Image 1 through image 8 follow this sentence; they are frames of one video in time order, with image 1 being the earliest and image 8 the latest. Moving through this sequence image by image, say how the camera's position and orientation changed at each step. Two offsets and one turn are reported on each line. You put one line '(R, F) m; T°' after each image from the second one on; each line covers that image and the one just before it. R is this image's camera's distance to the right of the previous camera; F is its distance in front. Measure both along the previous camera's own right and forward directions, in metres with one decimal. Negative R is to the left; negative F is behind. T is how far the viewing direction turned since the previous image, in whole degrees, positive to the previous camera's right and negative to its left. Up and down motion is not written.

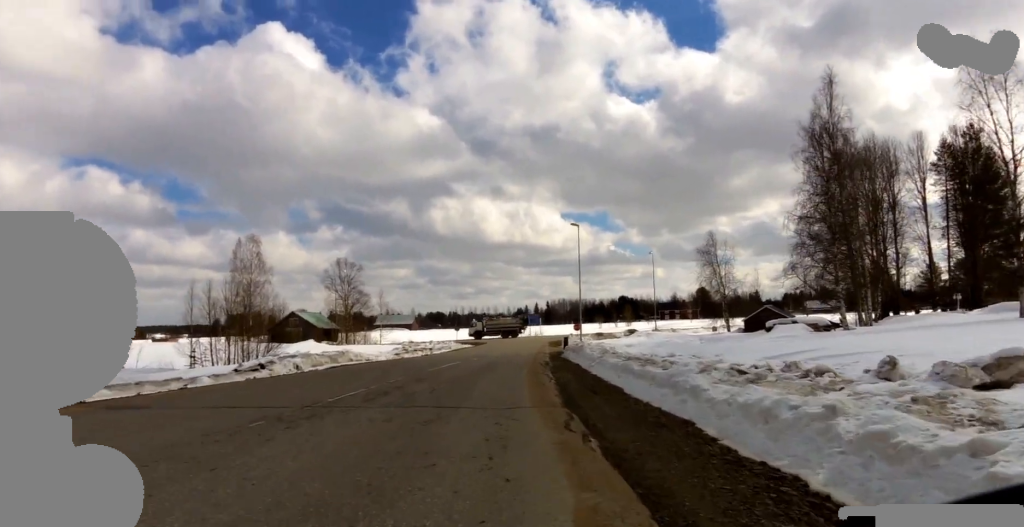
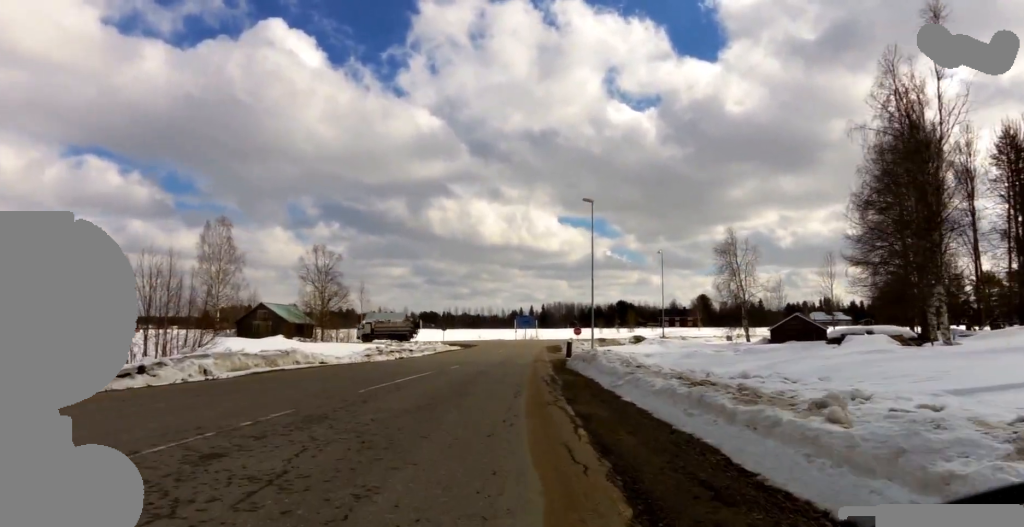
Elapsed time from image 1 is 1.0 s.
(-0.2, +7.4) m; -2°
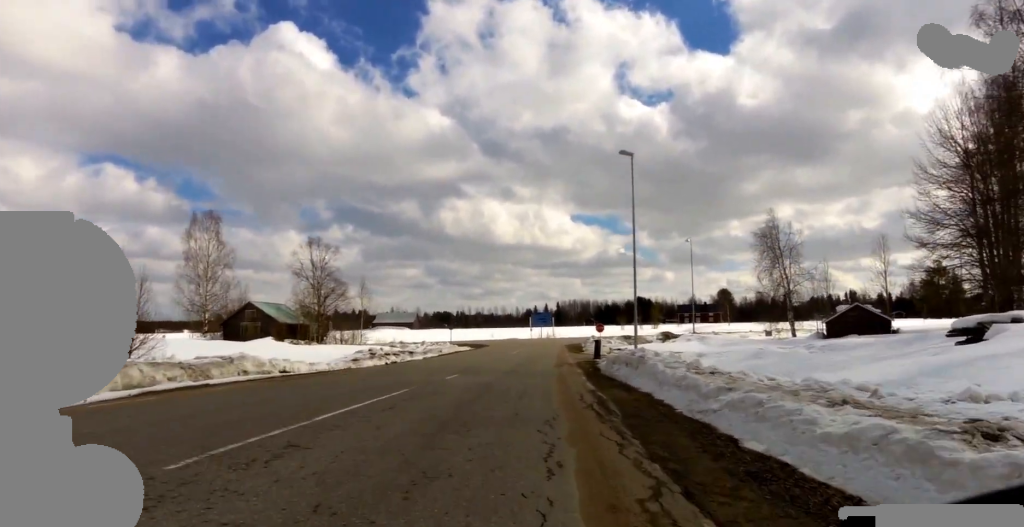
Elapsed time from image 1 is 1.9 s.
(0.0, +6.8) m; 0°
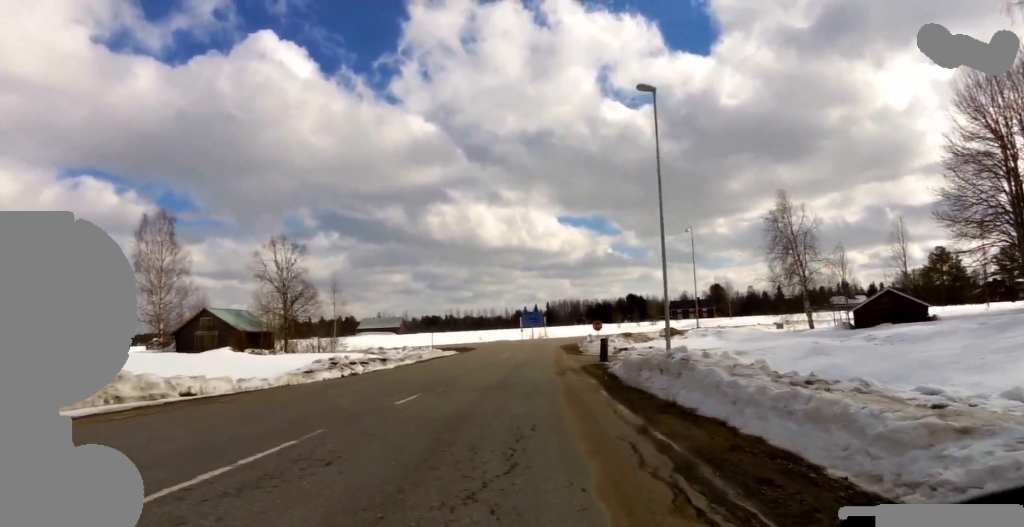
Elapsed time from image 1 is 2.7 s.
(0.0, +5.9) m; +1°
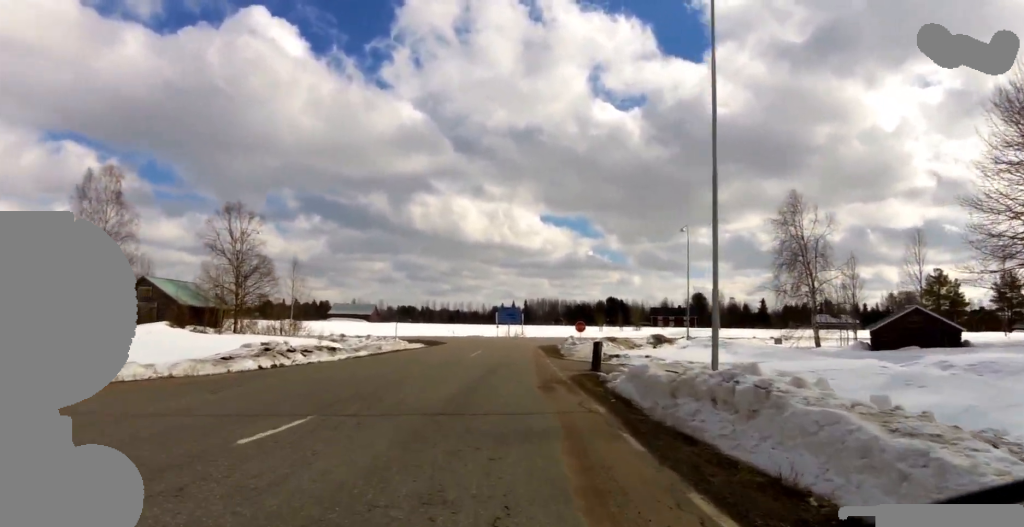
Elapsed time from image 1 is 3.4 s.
(0.0, +5.4) m; +3°
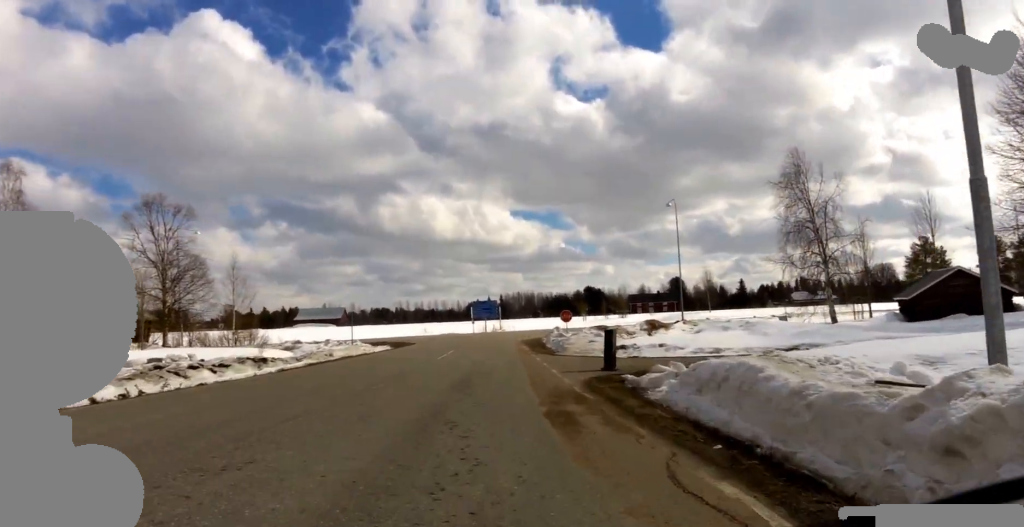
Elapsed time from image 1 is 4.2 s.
(+0.2, +6.6) m; +7°
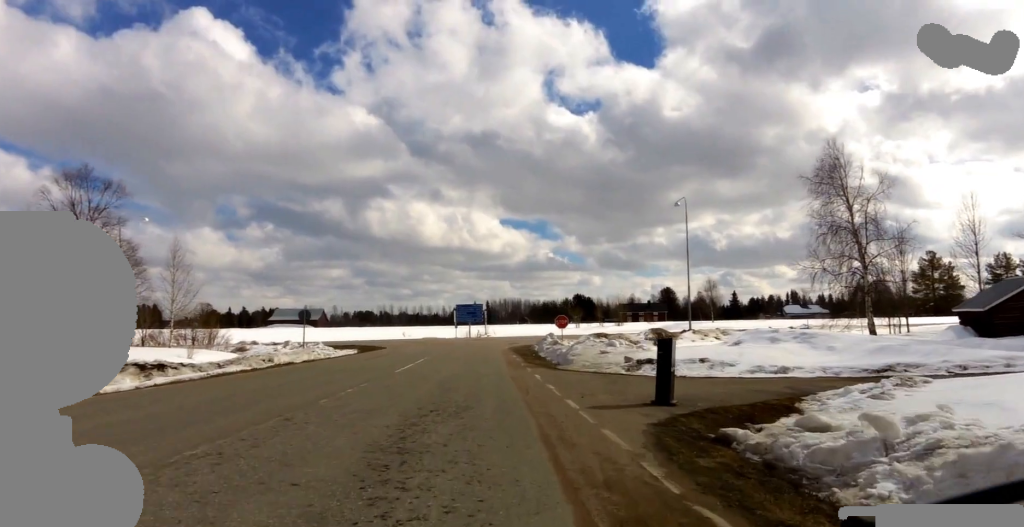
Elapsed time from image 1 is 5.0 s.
(+0.7, +6.7) m; -2°
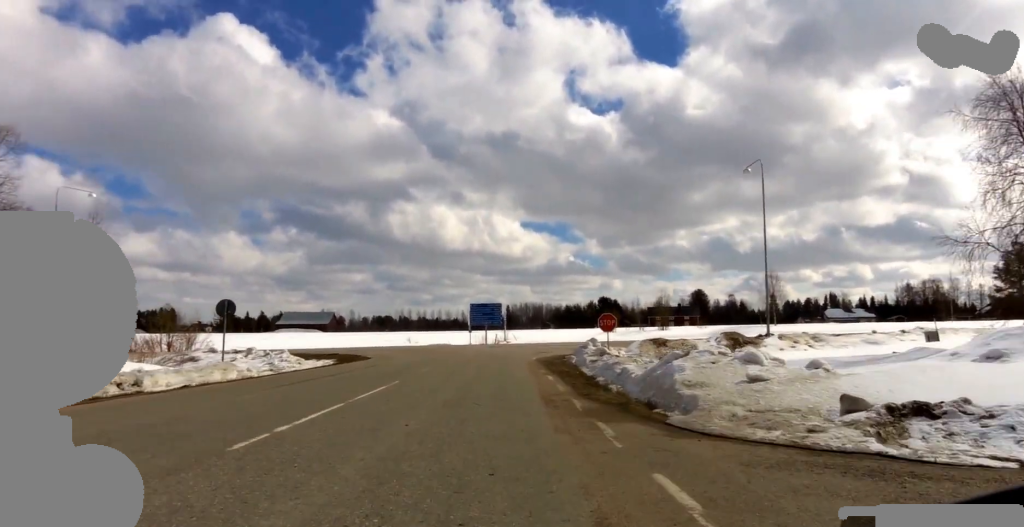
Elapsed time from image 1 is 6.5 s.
(-1.3, +11.0) m; -8°
